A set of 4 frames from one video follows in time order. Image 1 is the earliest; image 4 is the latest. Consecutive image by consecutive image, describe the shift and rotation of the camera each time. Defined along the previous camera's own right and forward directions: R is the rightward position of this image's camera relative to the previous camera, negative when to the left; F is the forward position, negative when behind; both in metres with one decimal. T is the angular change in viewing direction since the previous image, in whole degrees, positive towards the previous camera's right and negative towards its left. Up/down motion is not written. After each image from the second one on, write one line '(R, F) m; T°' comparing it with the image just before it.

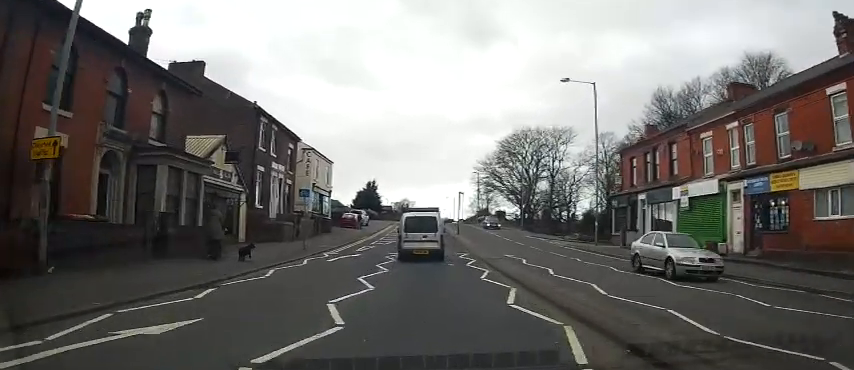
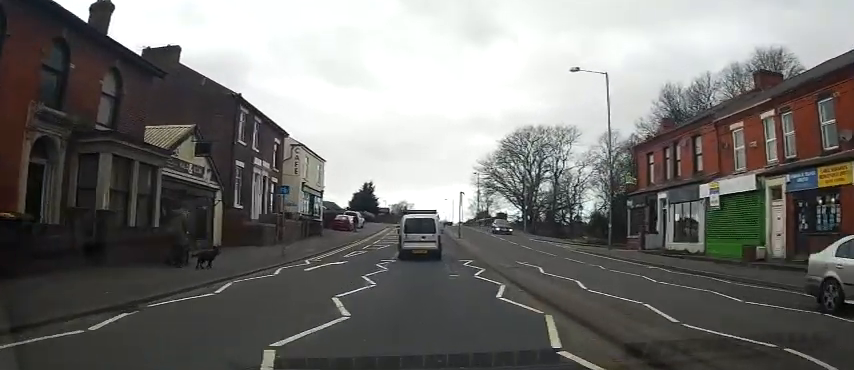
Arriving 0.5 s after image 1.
(+0.1, +3.4) m; +2°
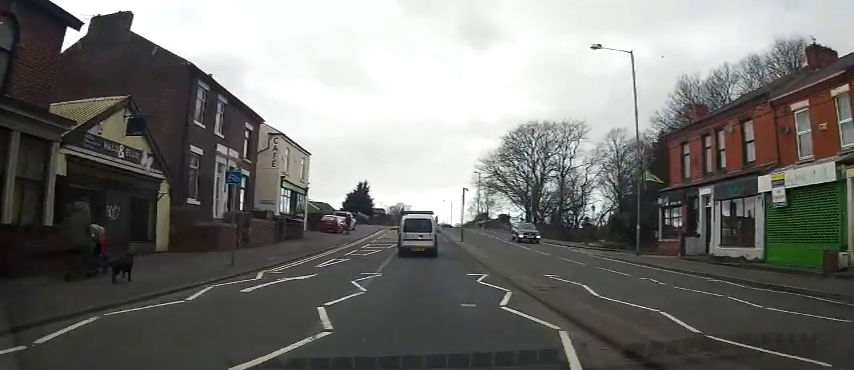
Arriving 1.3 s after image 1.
(+0.1, +5.7) m; -1°
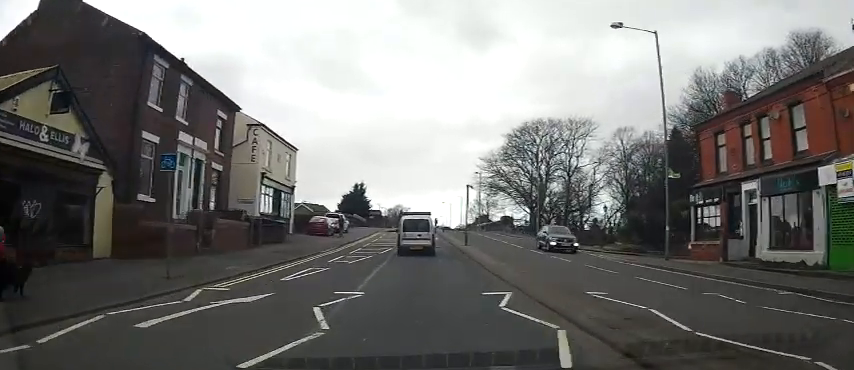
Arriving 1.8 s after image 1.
(0.0, +4.0) m; -1°
